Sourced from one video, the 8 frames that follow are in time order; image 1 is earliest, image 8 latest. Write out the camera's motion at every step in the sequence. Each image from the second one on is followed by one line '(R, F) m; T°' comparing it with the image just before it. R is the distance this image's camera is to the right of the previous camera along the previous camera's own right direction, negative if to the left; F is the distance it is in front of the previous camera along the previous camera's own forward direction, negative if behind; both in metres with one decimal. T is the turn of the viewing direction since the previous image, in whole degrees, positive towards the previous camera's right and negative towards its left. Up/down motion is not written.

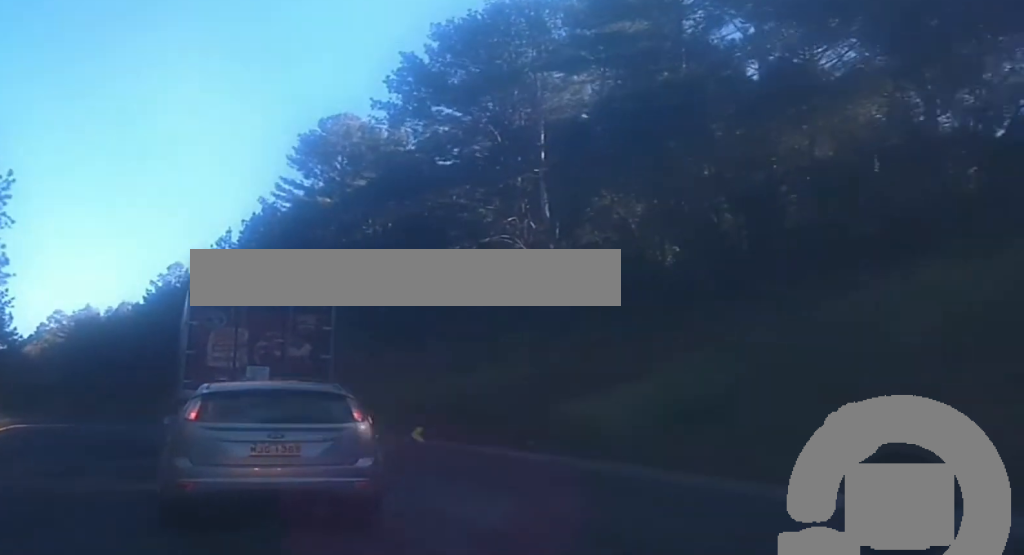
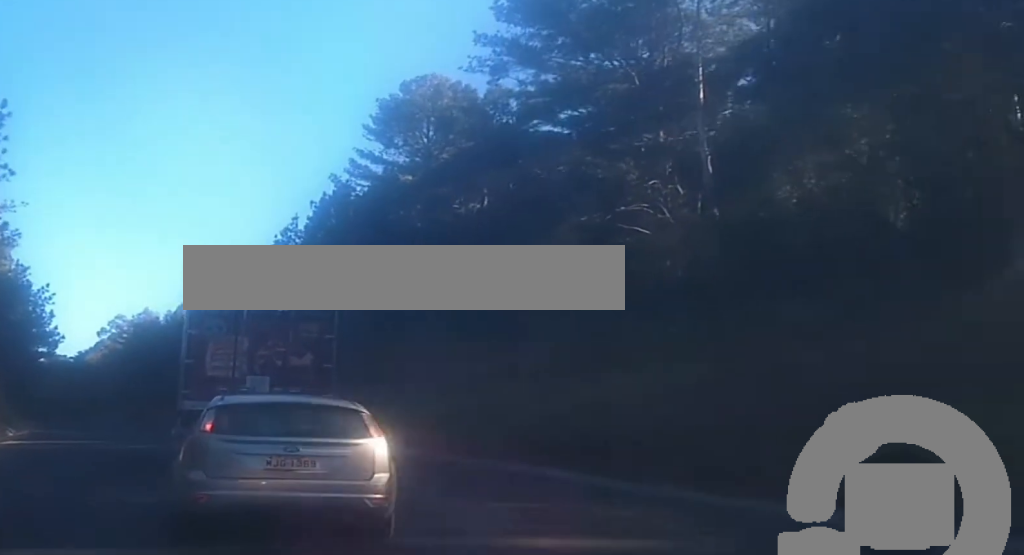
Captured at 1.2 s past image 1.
(-0.7, +15.0) m; -3°
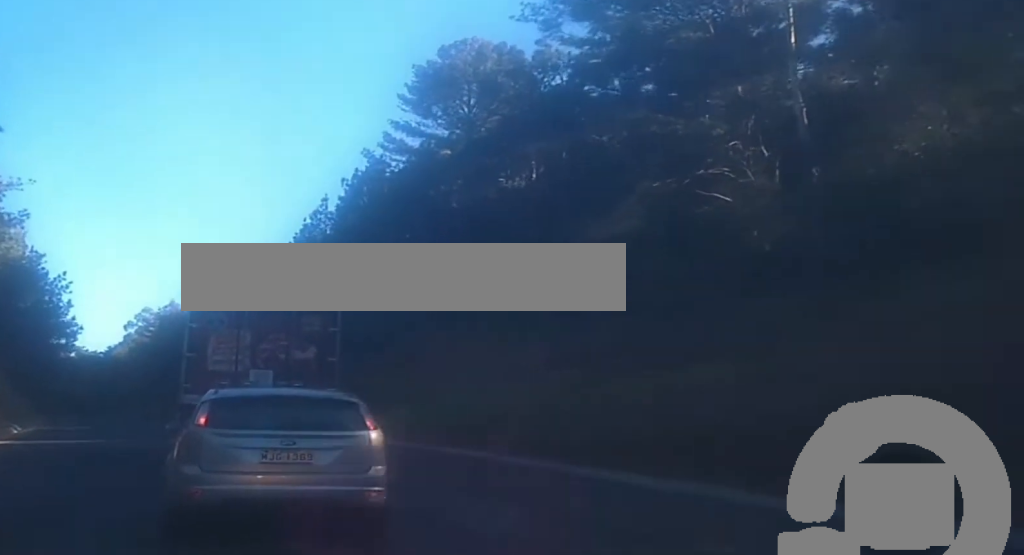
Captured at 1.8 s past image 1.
(0.0, +6.4) m; 0°
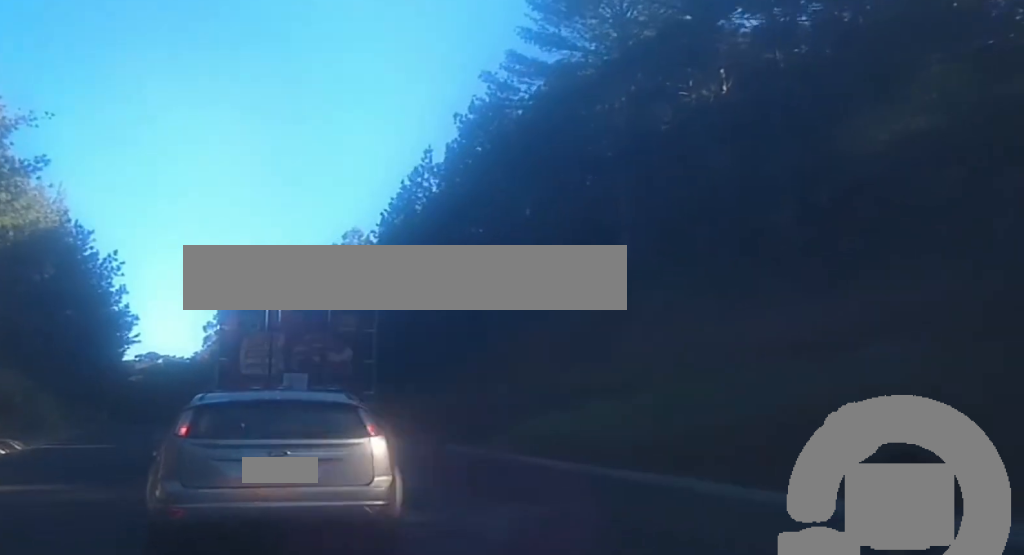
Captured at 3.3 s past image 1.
(0.0, +17.8) m; -1°
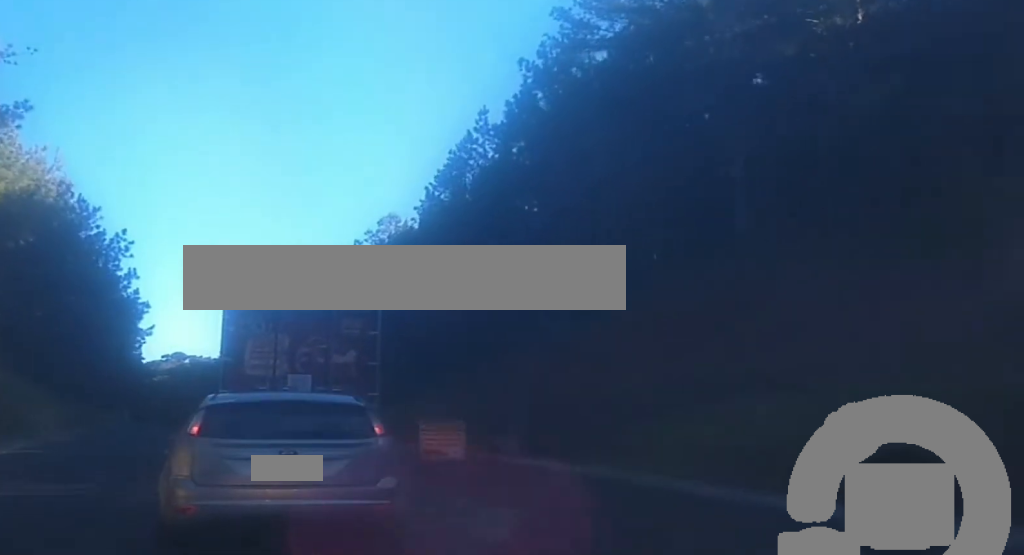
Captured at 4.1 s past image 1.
(-0.1, +10.1) m; -3°
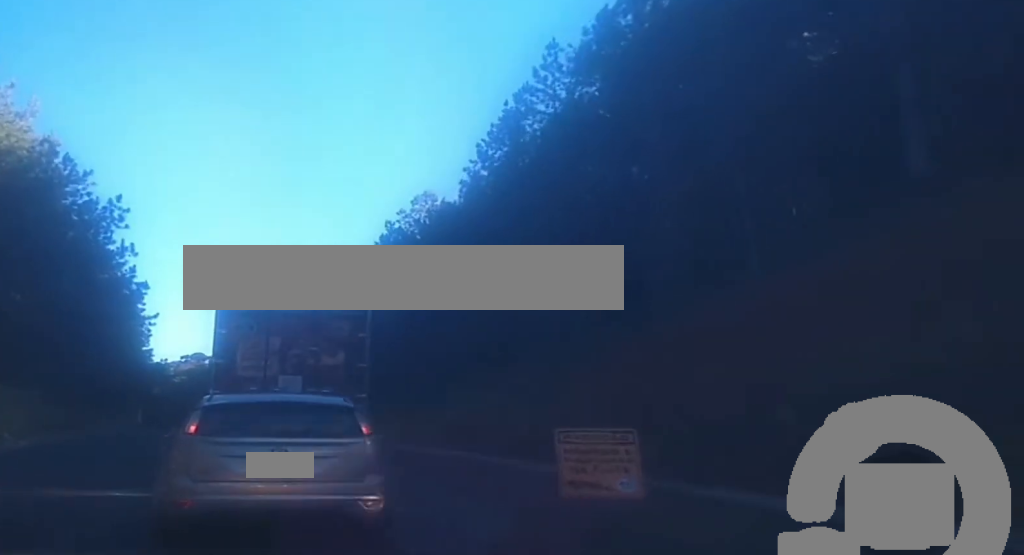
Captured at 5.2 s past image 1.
(-0.5, +11.9) m; -4°
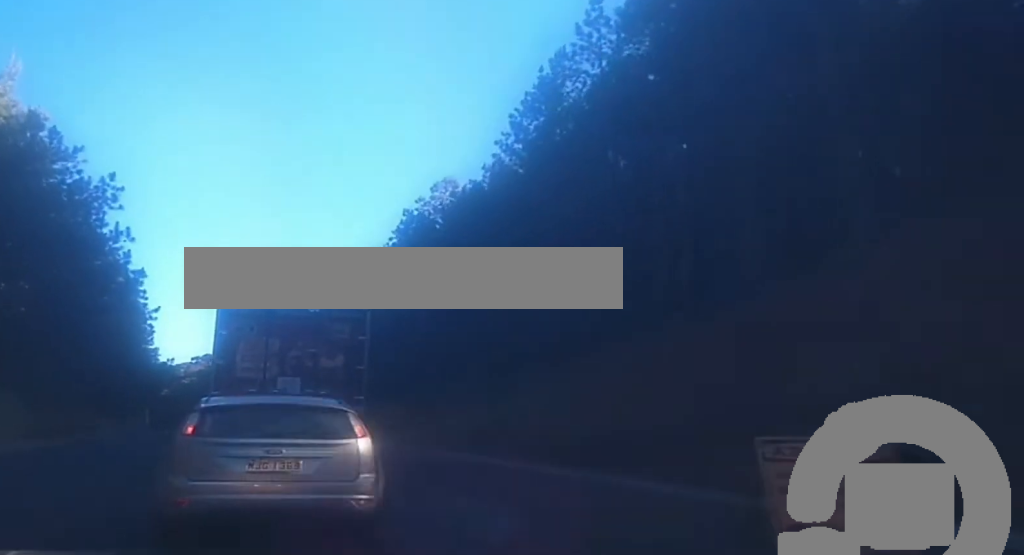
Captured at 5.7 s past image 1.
(-0.2, +6.5) m; -1°
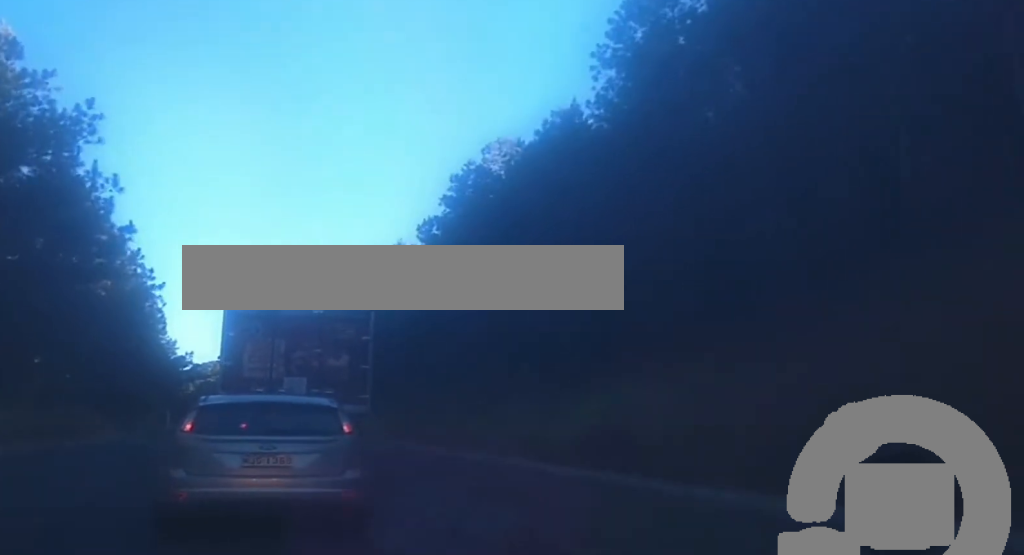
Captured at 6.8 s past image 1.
(0.0, +12.6) m; 0°
